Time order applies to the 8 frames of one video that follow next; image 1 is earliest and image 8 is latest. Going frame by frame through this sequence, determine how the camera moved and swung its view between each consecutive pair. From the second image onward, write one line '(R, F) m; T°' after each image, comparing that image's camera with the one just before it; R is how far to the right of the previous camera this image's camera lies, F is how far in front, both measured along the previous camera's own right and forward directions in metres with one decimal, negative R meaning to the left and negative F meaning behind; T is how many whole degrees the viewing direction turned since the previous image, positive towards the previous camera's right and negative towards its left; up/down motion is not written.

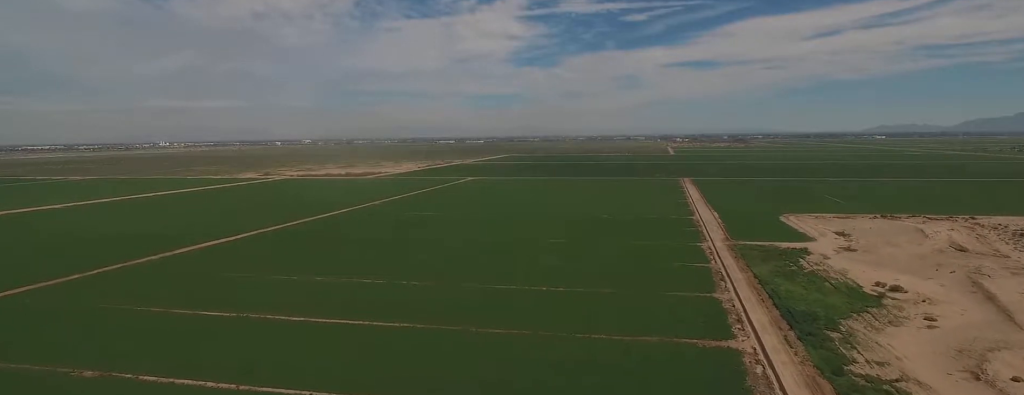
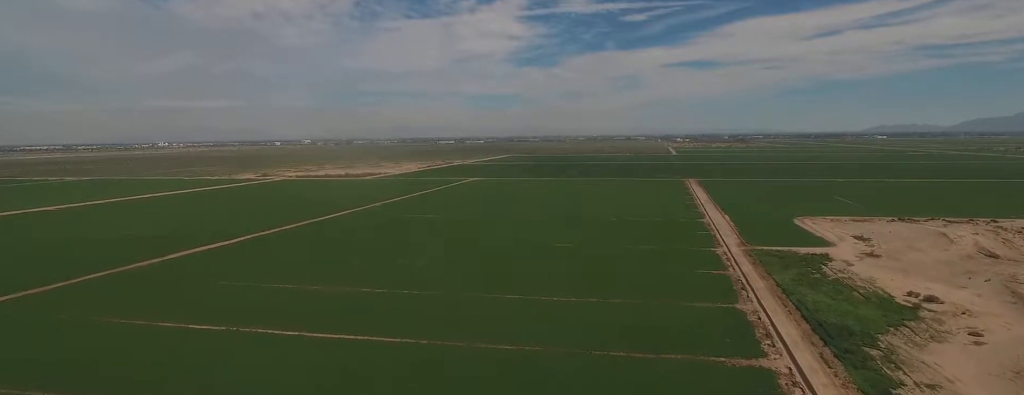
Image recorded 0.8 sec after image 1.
(0.0, +13.6) m; 0°
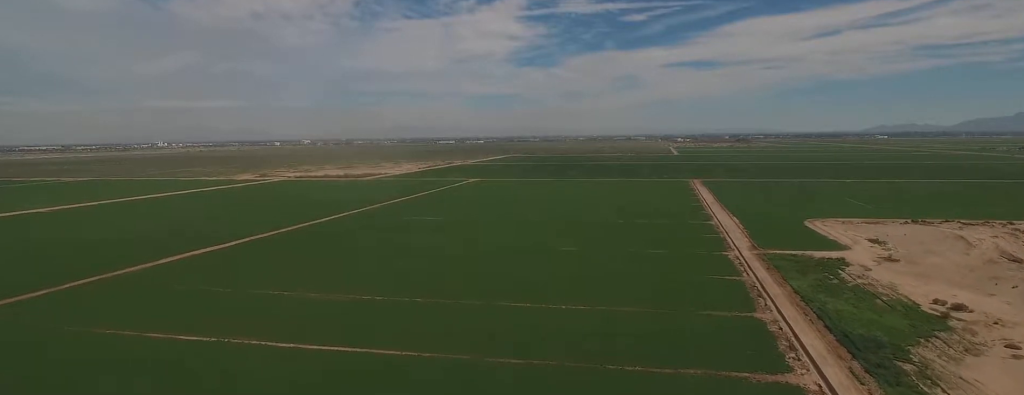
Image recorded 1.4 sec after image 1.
(0.0, +9.5) m; 0°
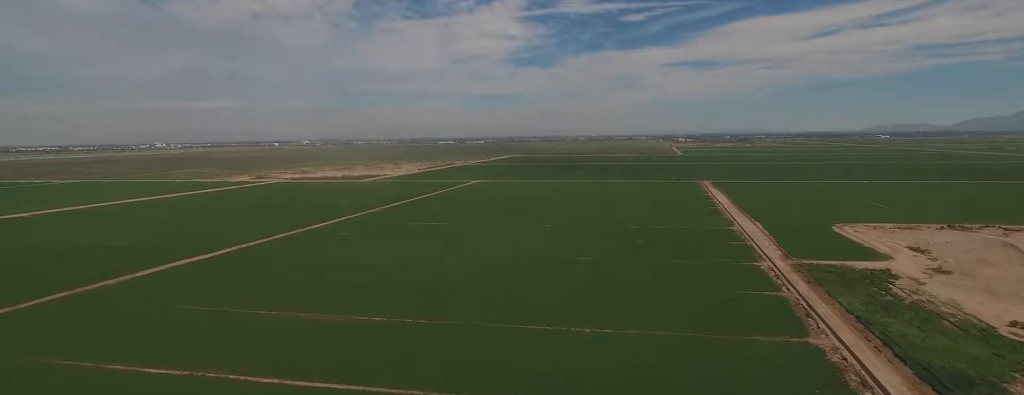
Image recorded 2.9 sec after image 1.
(-0.1, +23.1) m; -1°
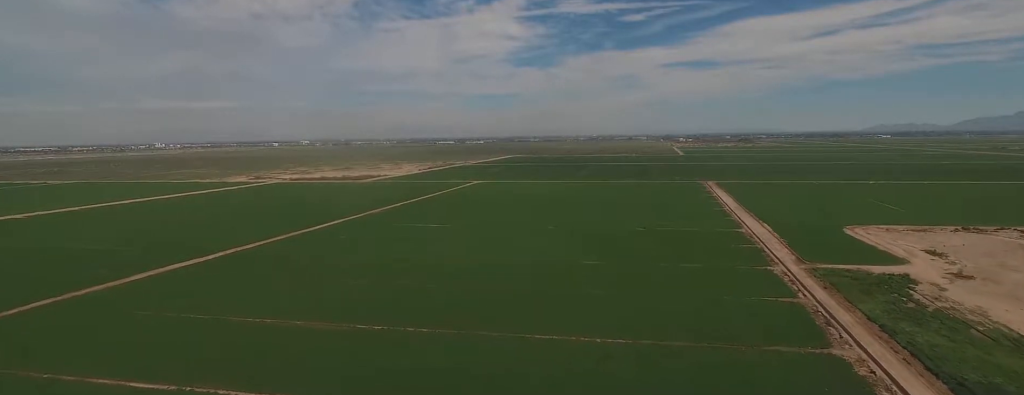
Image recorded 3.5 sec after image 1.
(0.0, +9.2) m; 0°
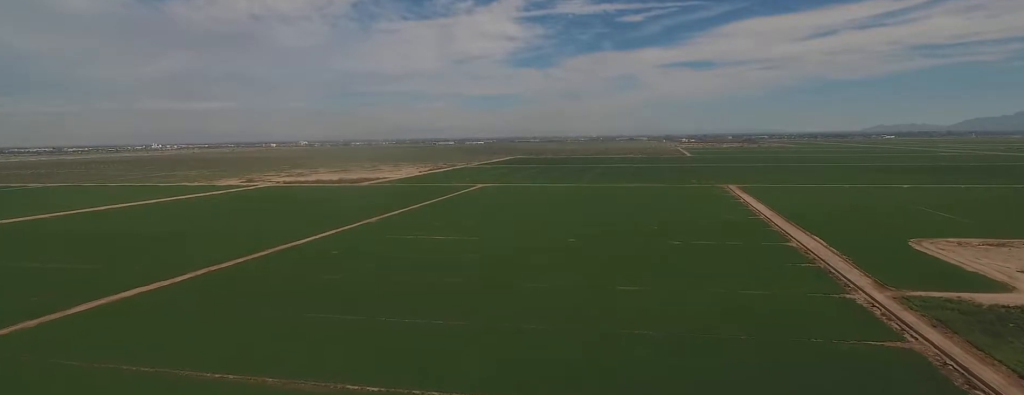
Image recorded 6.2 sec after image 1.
(-0.4, +42.1) m; -1°
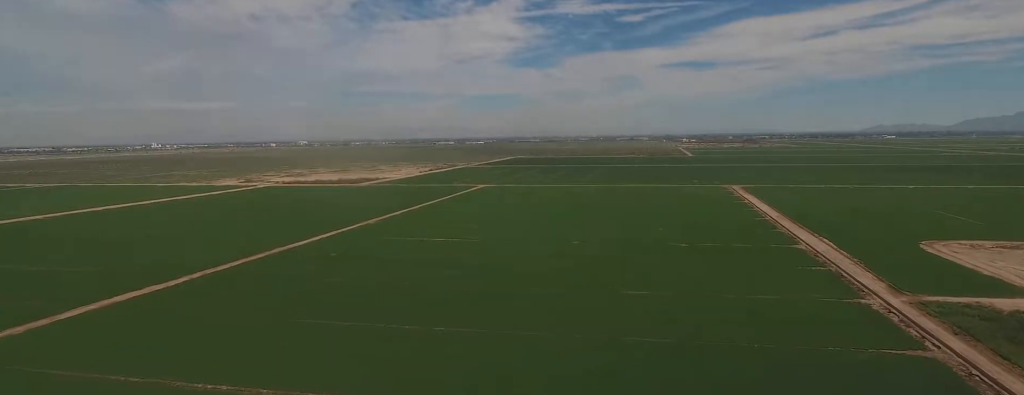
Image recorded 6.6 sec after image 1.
(0.0, +6.3) m; 0°
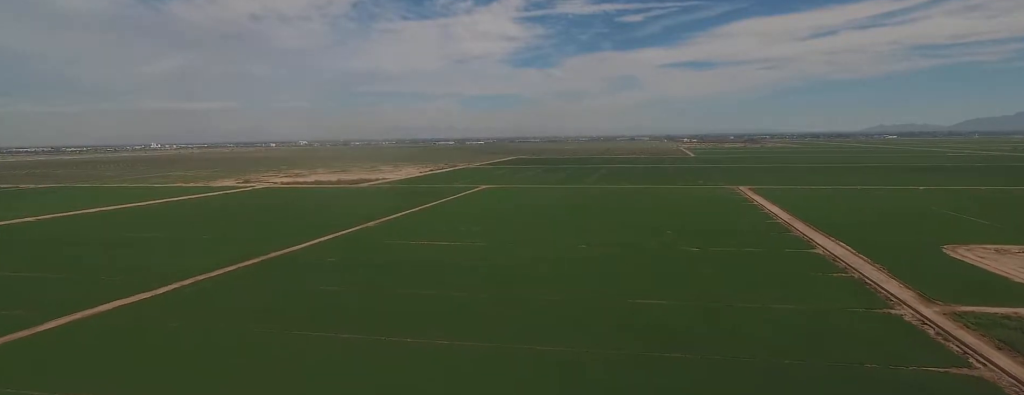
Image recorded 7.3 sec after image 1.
(0.0, +11.6) m; 0°
